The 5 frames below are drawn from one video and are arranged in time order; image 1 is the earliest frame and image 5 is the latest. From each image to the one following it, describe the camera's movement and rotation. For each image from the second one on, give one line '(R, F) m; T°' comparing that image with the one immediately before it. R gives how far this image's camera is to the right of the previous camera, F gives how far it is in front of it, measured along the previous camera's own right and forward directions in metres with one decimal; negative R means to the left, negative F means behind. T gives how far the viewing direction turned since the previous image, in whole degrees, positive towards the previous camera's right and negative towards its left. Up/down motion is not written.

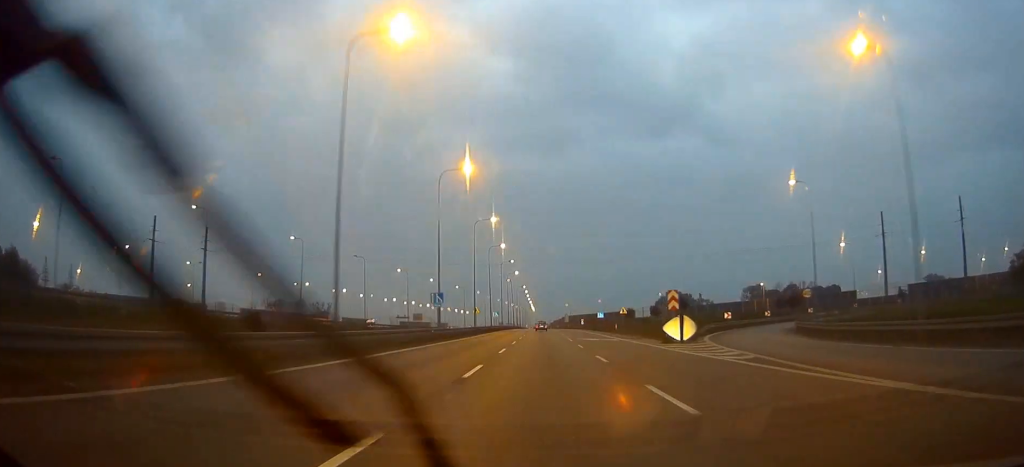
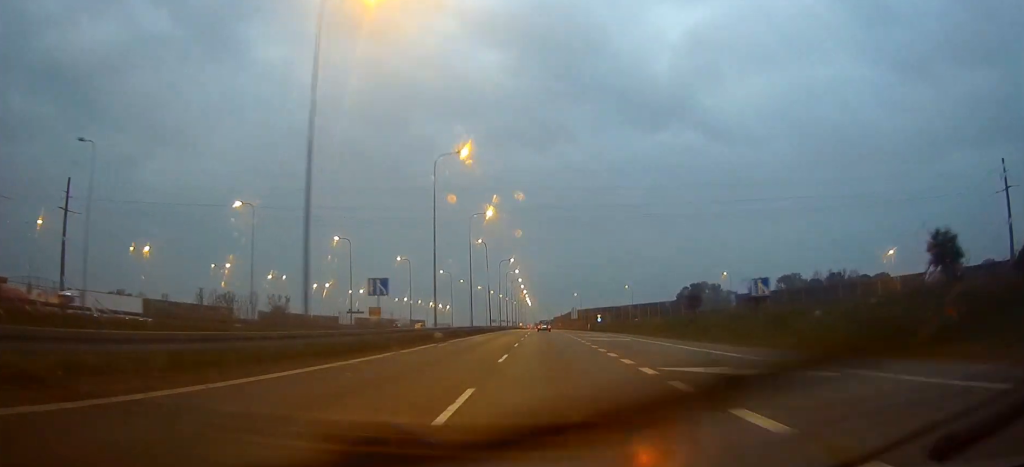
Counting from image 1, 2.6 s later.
(-0.1, +79.2) m; 0°
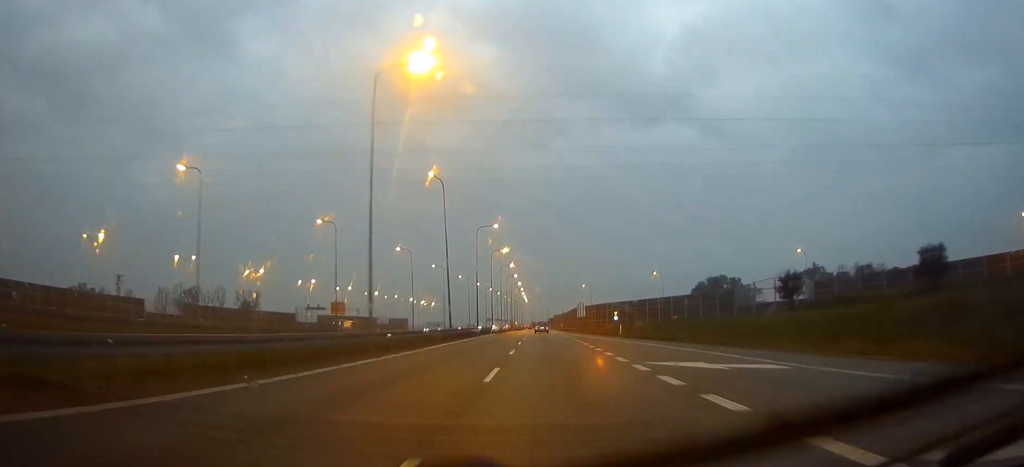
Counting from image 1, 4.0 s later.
(+0.2, +42.4) m; 0°
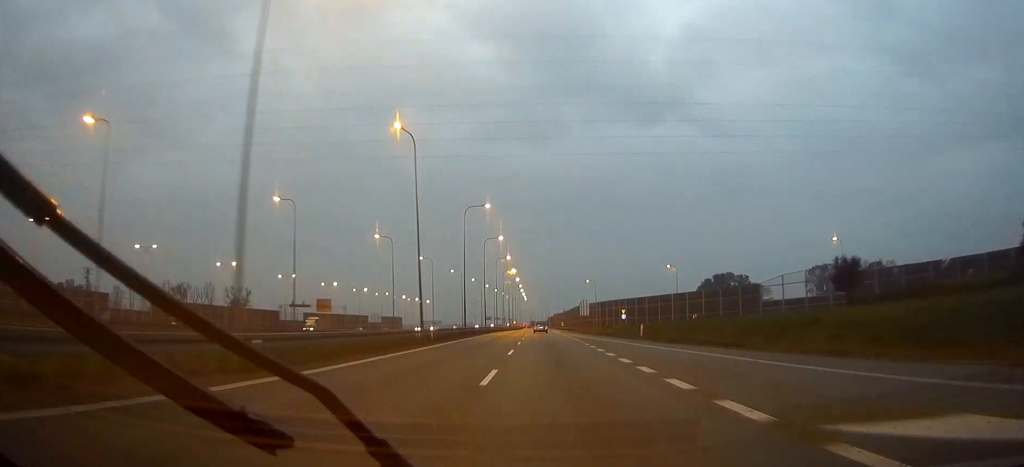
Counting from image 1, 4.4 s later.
(0.0, +13.1) m; 0°
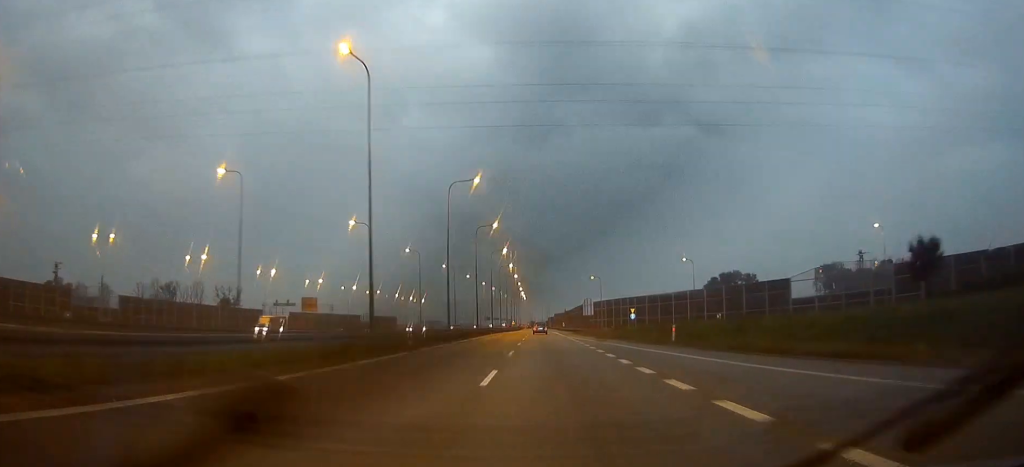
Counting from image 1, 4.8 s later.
(0.0, +12.1) m; 0°
